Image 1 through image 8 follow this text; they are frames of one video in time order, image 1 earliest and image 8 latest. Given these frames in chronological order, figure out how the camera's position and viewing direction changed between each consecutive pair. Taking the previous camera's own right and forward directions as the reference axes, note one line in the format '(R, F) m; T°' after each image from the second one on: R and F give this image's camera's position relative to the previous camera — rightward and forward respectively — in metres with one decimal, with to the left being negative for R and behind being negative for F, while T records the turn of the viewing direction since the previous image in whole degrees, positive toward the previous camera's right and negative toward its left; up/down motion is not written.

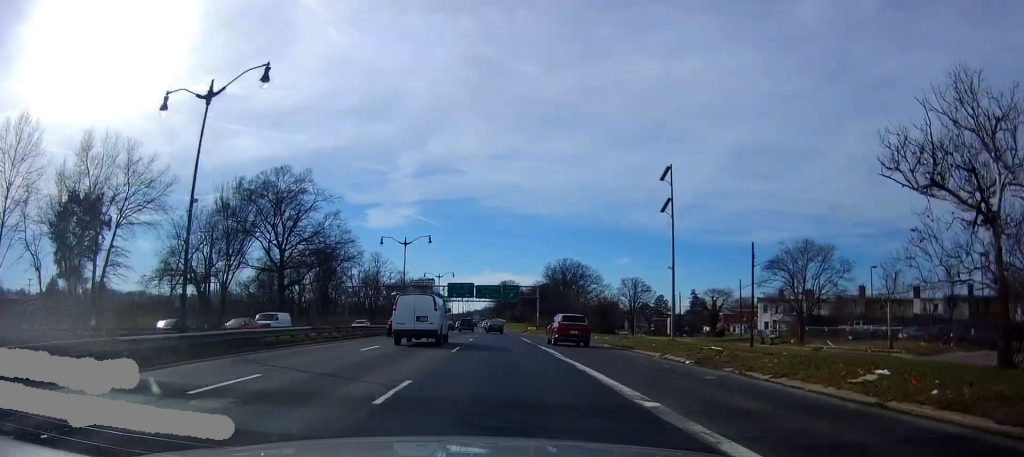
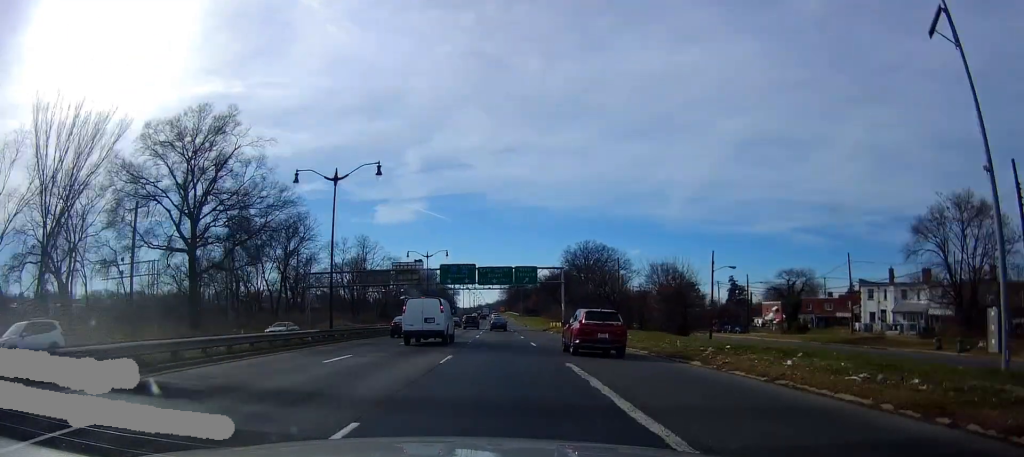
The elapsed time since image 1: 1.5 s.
(+0.1, +29.0) m; 0°
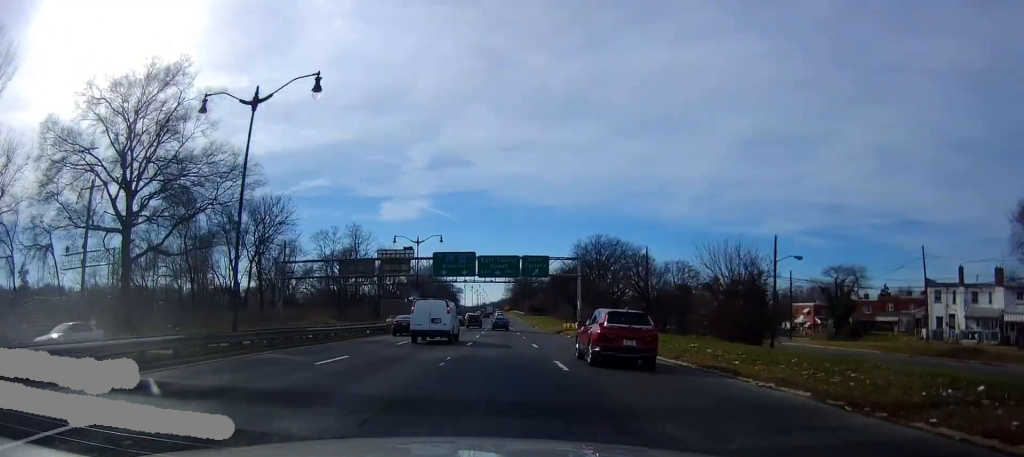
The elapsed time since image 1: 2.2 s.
(0.0, +13.6) m; 0°
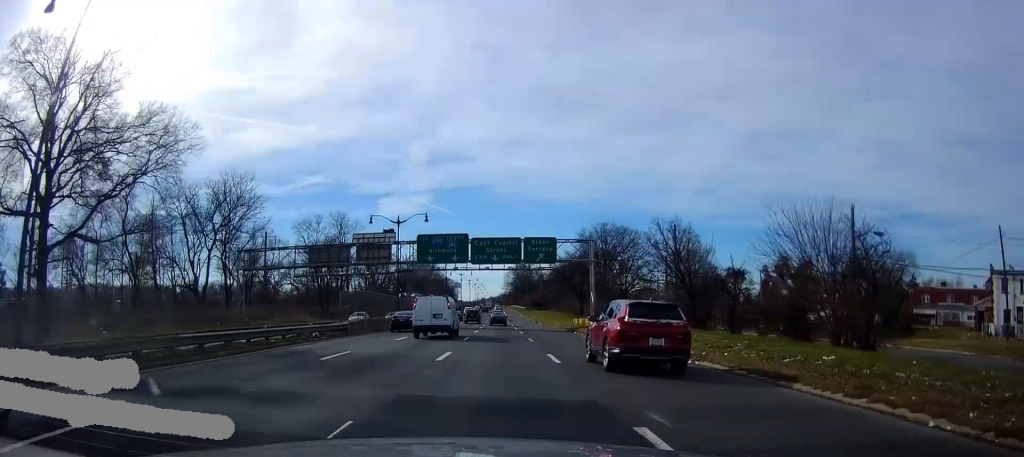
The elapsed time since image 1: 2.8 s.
(0.0, +12.2) m; -1°
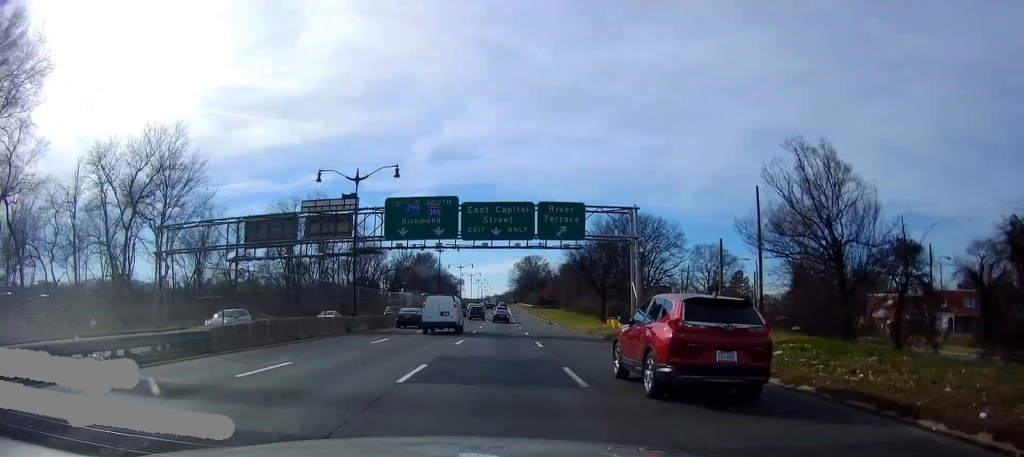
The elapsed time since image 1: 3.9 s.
(-0.2, +19.3) m; -2°
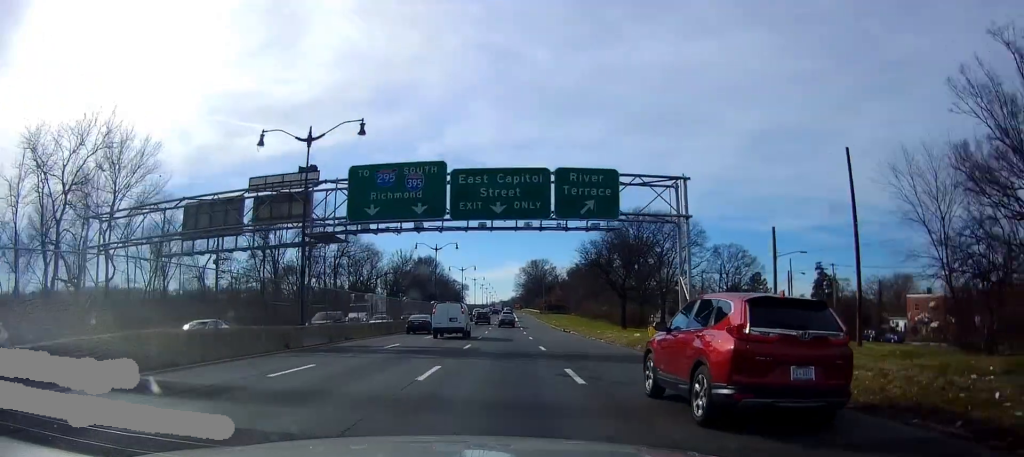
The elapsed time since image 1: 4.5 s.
(-0.2, +11.8) m; -1°
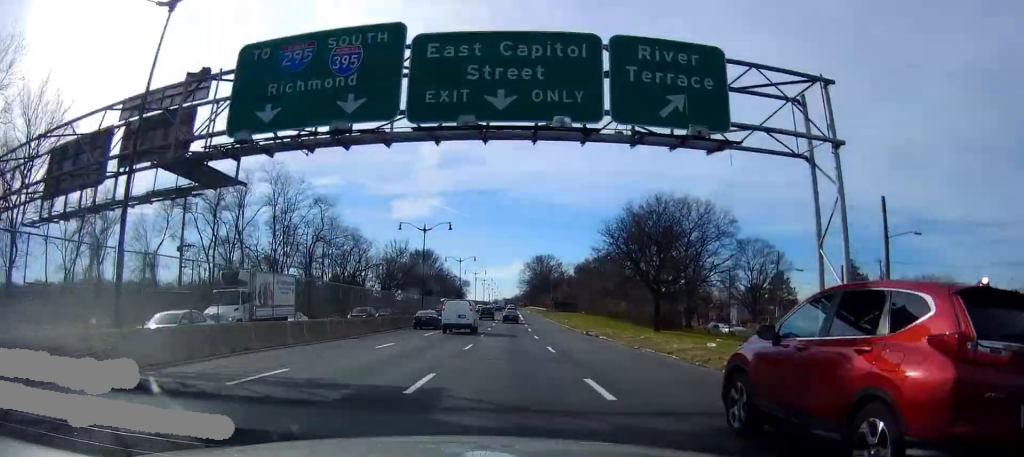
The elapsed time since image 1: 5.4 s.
(-0.1, +14.6) m; 0°
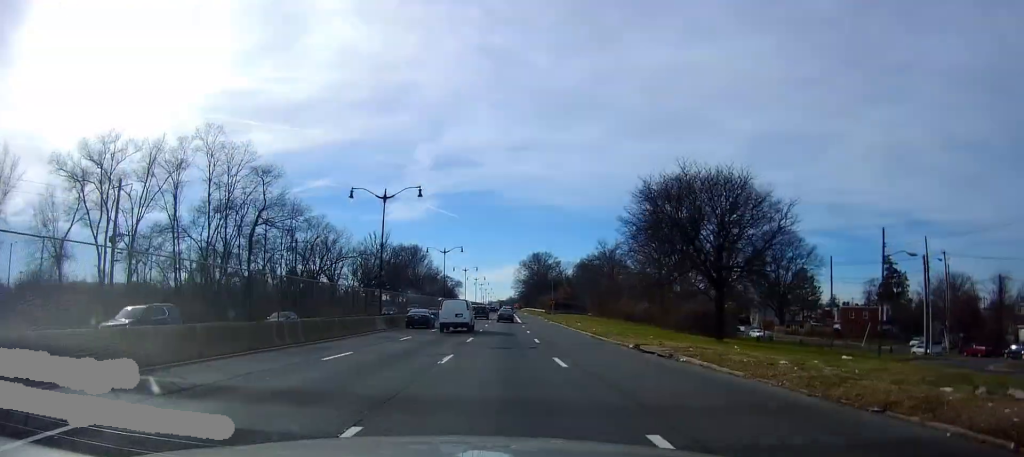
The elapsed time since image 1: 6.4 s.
(+0.2, +16.1) m; +1°
